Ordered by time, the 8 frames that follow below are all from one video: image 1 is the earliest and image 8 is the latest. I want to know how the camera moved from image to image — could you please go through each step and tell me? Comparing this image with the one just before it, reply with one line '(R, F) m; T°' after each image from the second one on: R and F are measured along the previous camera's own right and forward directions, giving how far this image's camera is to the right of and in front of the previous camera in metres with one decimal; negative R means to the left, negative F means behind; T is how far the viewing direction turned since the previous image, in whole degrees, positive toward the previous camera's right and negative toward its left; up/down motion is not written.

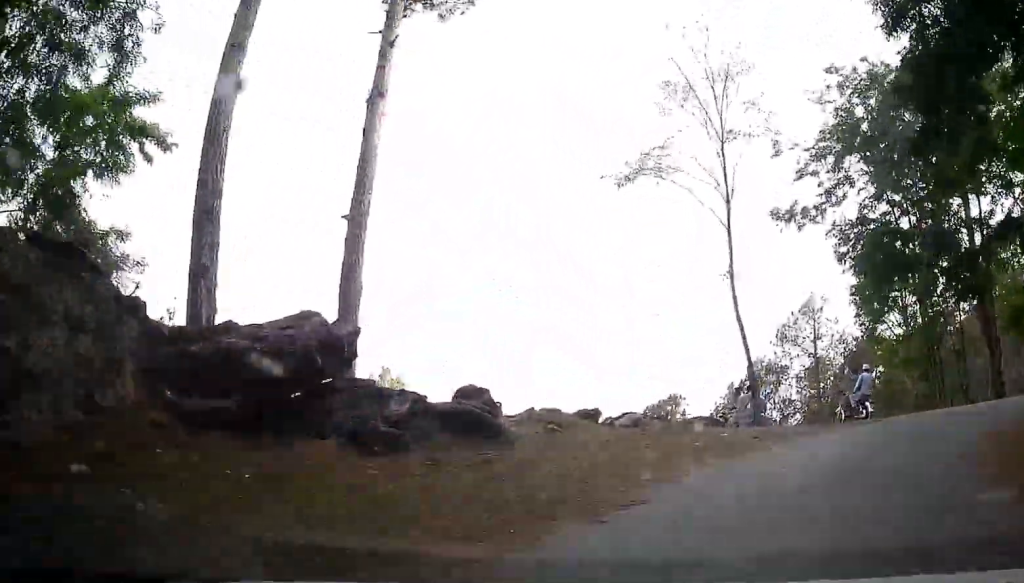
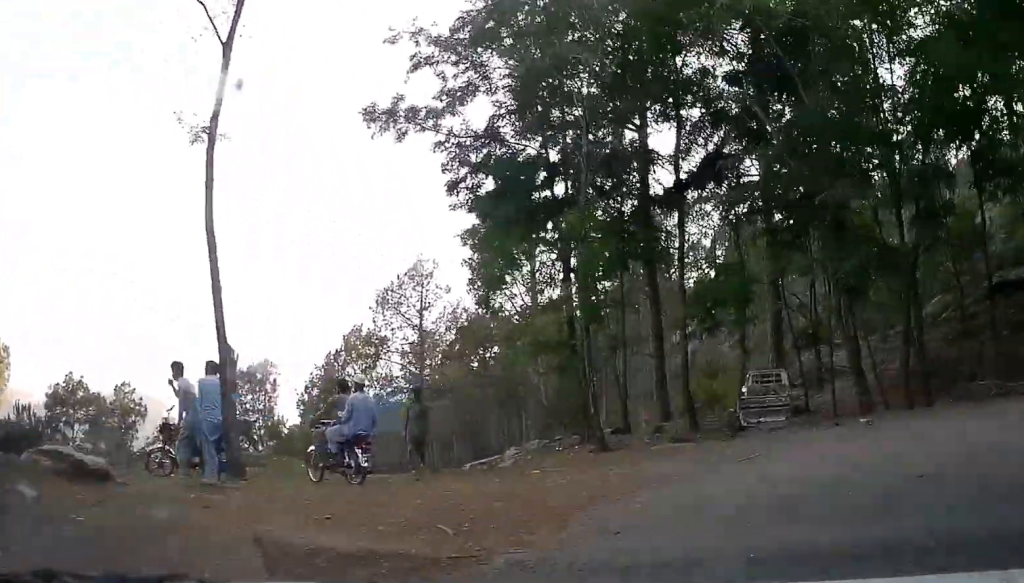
(+2.4, +10.1) m; +25°
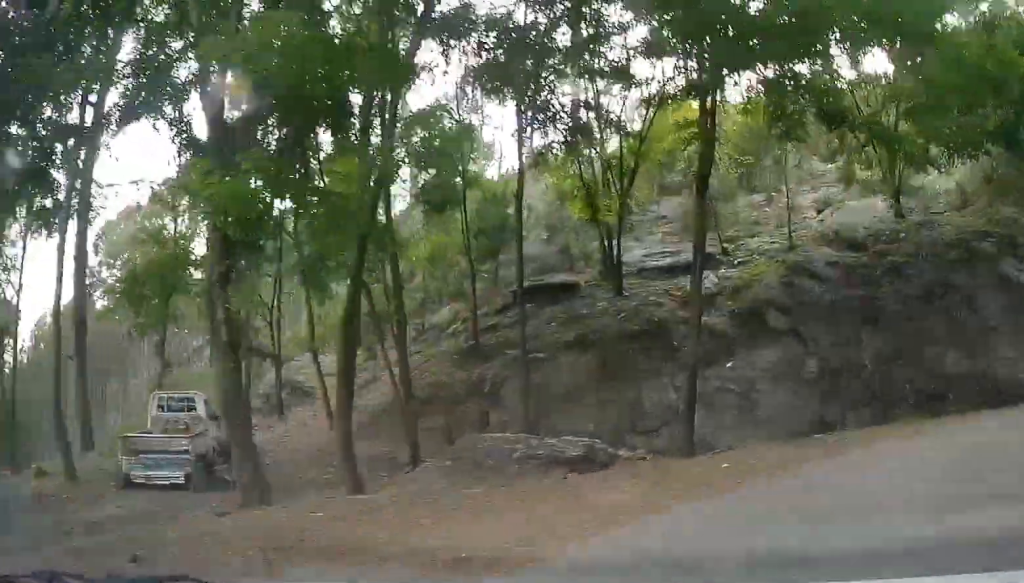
(+1.5, +7.9) m; +21°
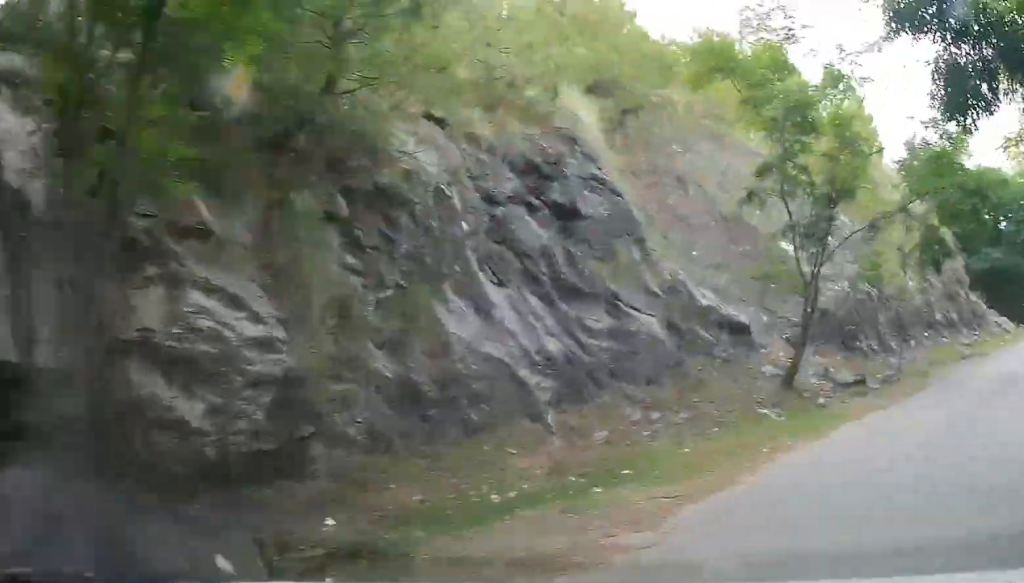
(+4.5, +10.6) m; +61°
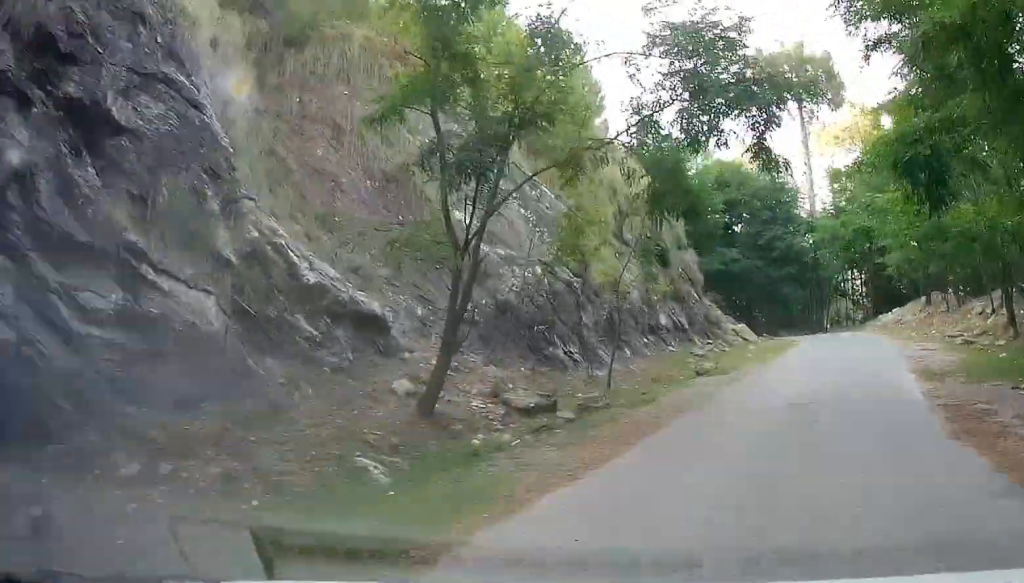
(+1.6, +5.8) m; +29°
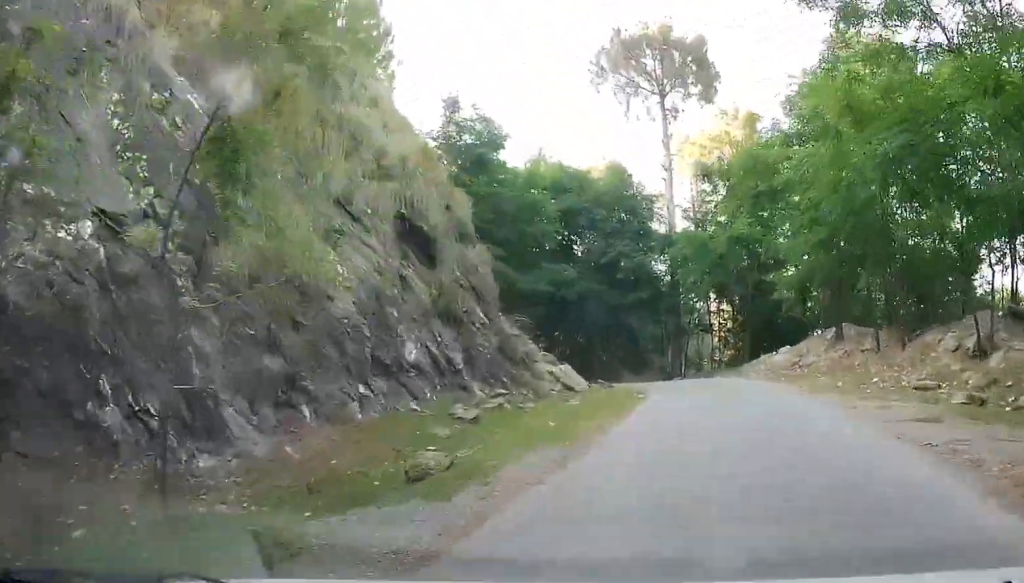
(+3.3, +10.3) m; +28°
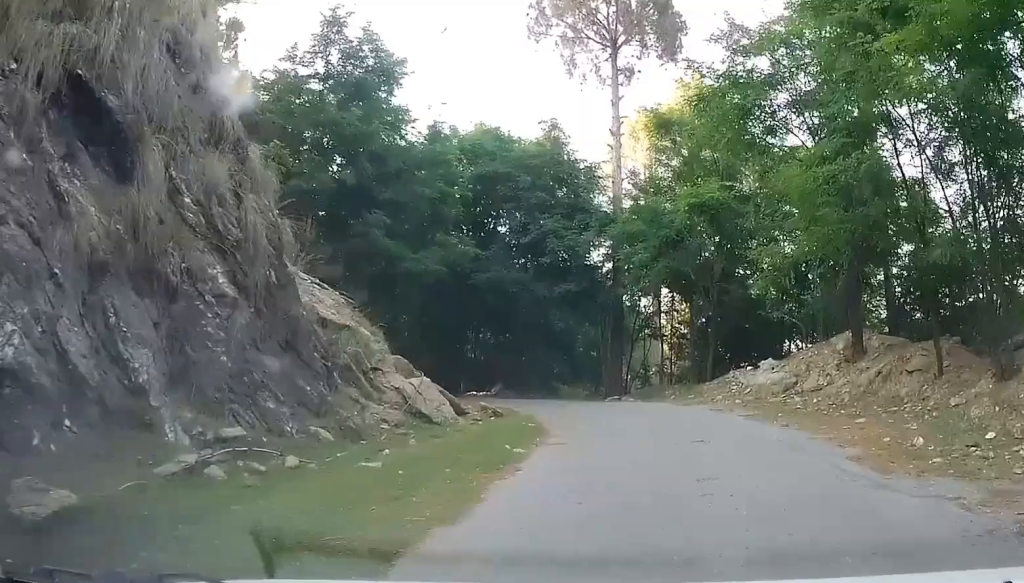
(+1.7, +9.3) m; +9°
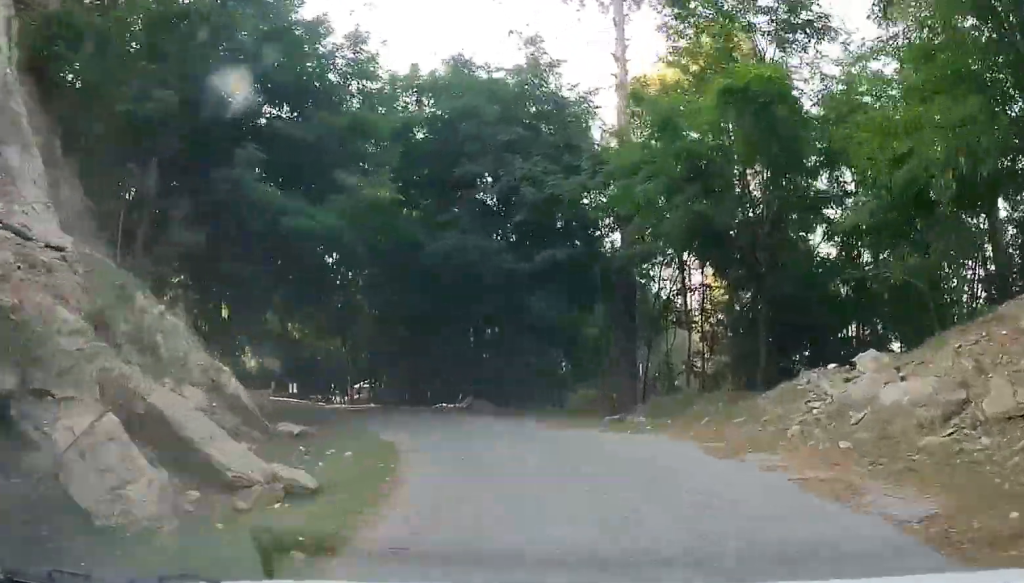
(+0.1, +10.0) m; -6°
